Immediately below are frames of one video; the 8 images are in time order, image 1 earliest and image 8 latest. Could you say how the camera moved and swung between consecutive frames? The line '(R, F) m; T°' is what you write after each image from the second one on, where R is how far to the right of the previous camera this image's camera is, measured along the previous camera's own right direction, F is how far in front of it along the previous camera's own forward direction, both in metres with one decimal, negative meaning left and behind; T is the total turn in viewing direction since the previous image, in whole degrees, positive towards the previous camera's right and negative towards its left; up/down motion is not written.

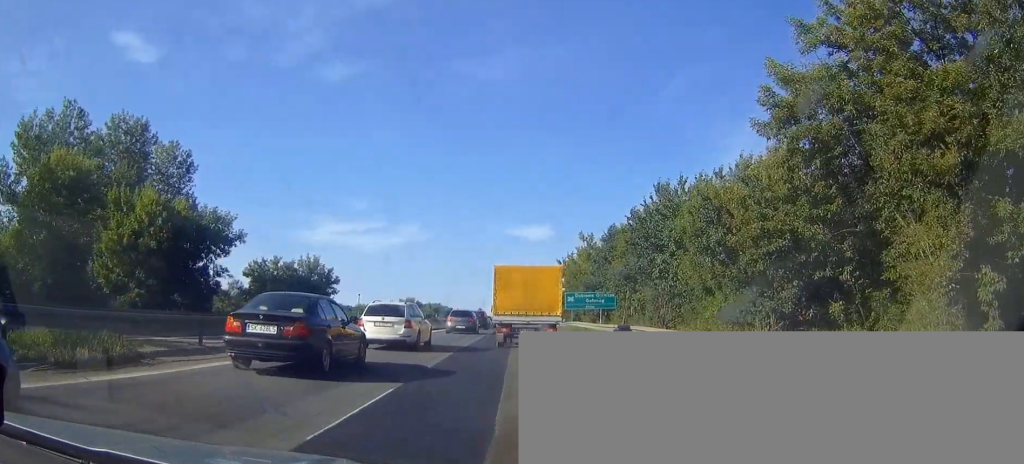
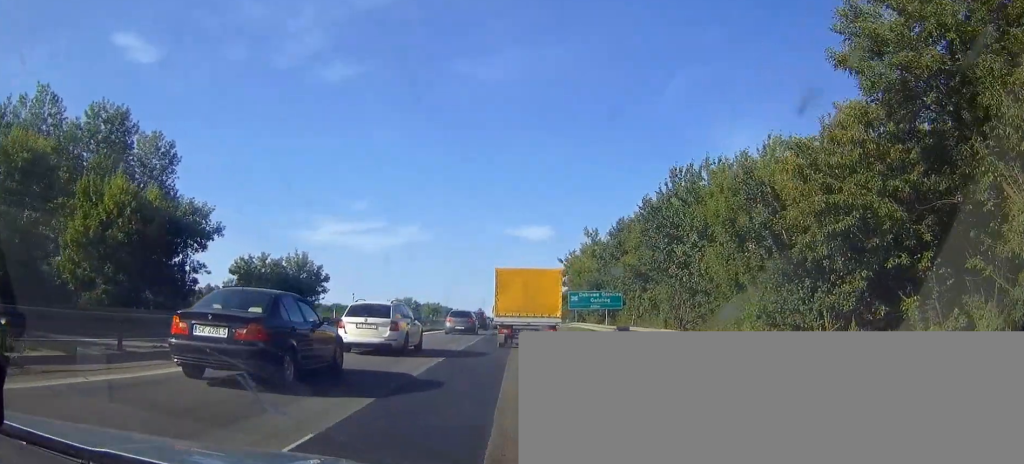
(+0.1, +4.0) m; +1°
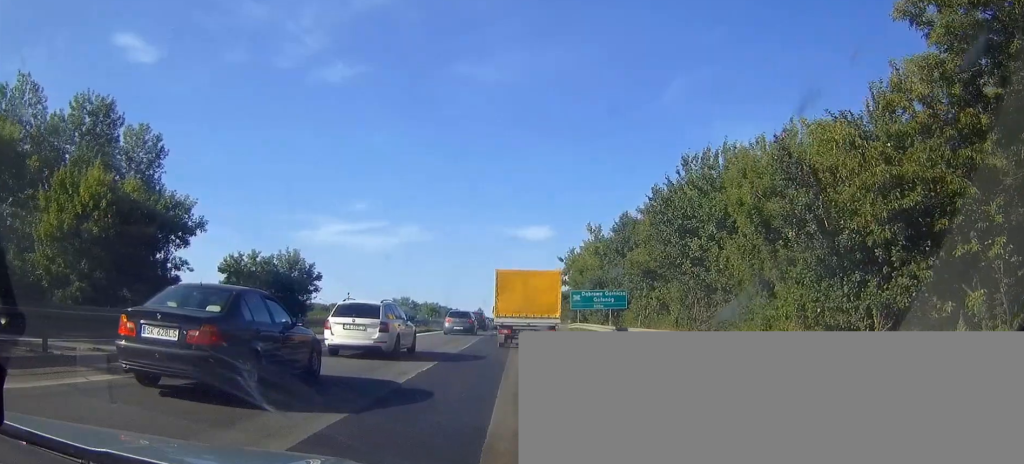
(+0.3, +2.7) m; 0°
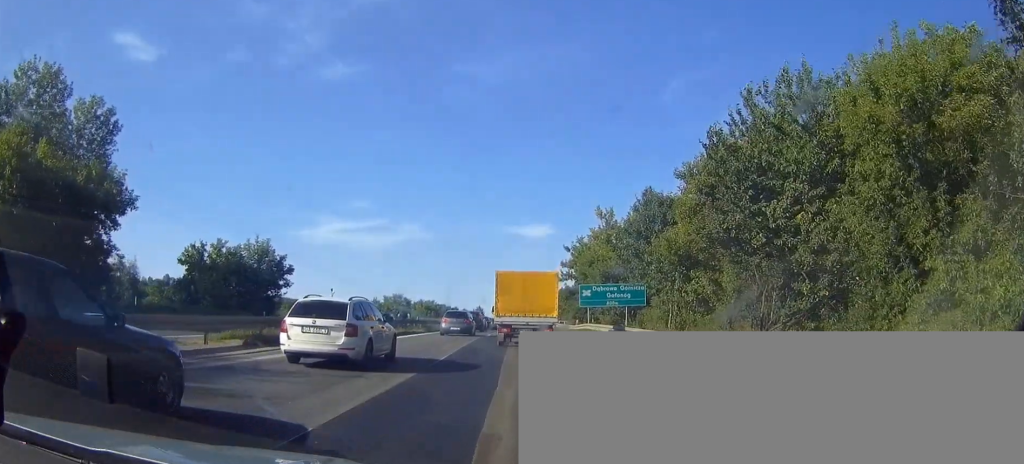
(-0.7, +8.7) m; -4°
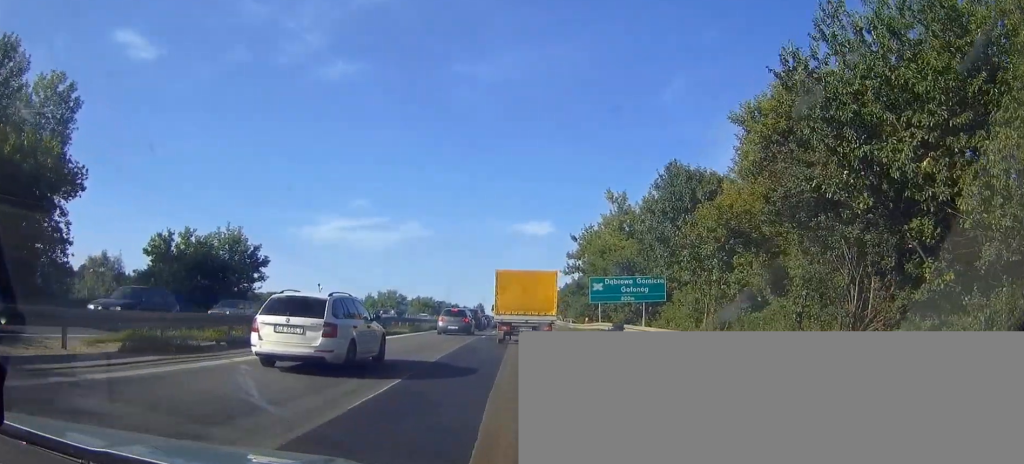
(+0.1, +6.0) m; +2°
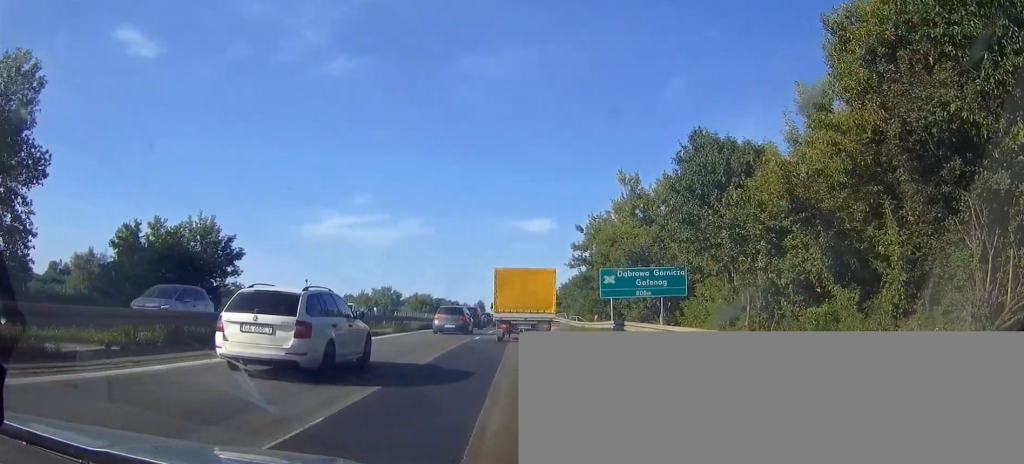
(+0.1, +4.9) m; +1°
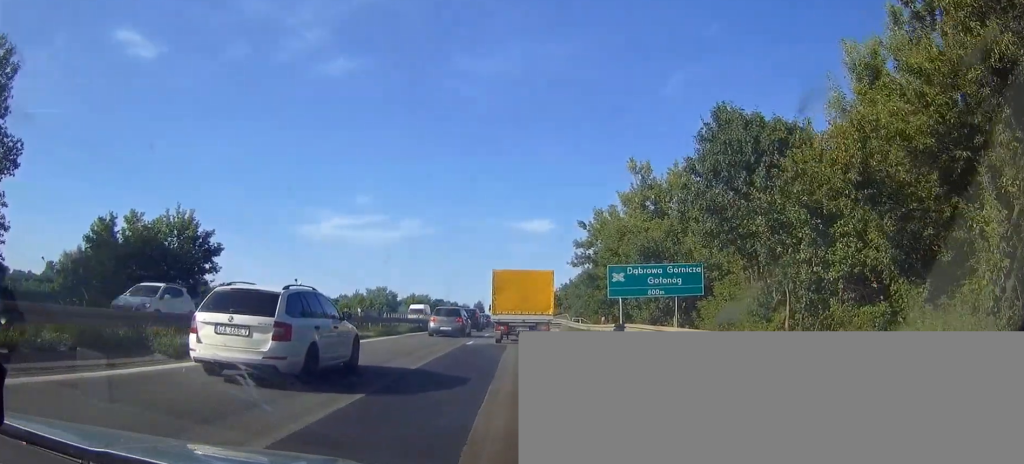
(0.0, +3.3) m; 0°
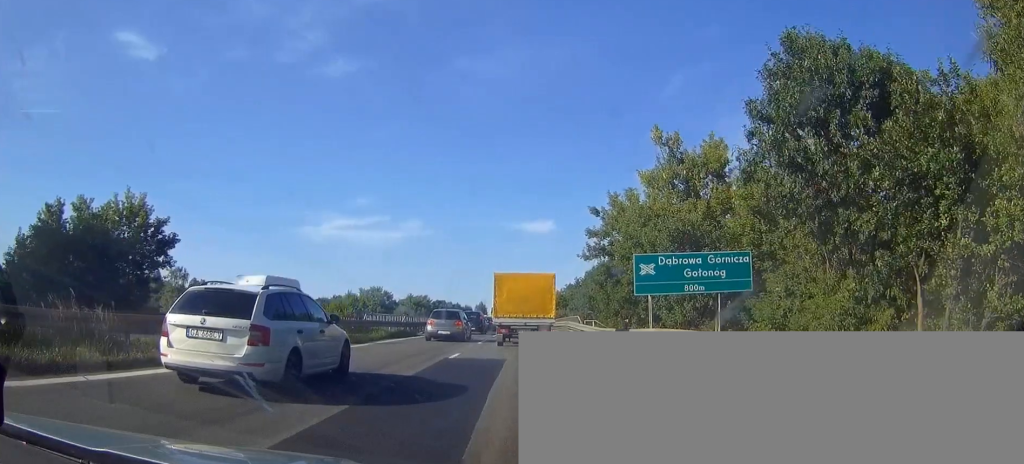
(-0.1, +6.4) m; -1°
